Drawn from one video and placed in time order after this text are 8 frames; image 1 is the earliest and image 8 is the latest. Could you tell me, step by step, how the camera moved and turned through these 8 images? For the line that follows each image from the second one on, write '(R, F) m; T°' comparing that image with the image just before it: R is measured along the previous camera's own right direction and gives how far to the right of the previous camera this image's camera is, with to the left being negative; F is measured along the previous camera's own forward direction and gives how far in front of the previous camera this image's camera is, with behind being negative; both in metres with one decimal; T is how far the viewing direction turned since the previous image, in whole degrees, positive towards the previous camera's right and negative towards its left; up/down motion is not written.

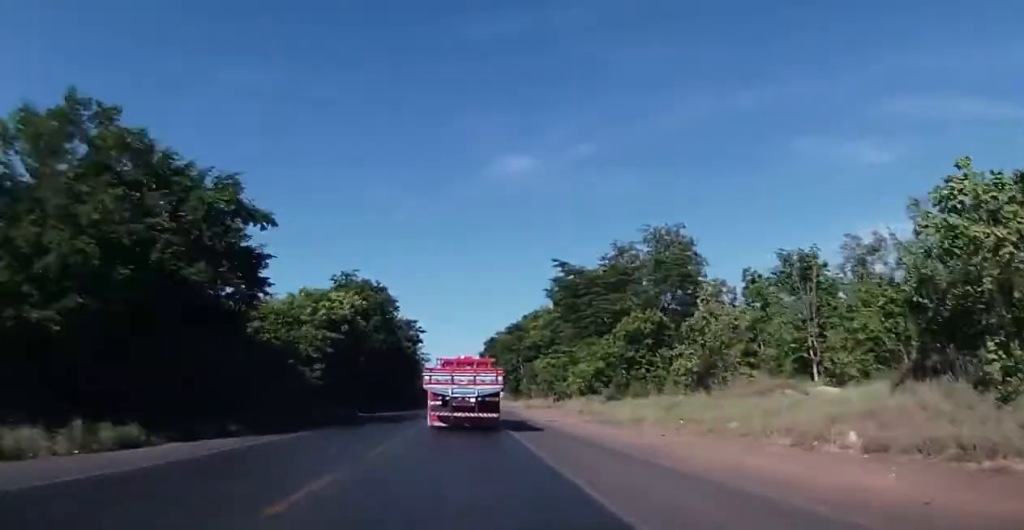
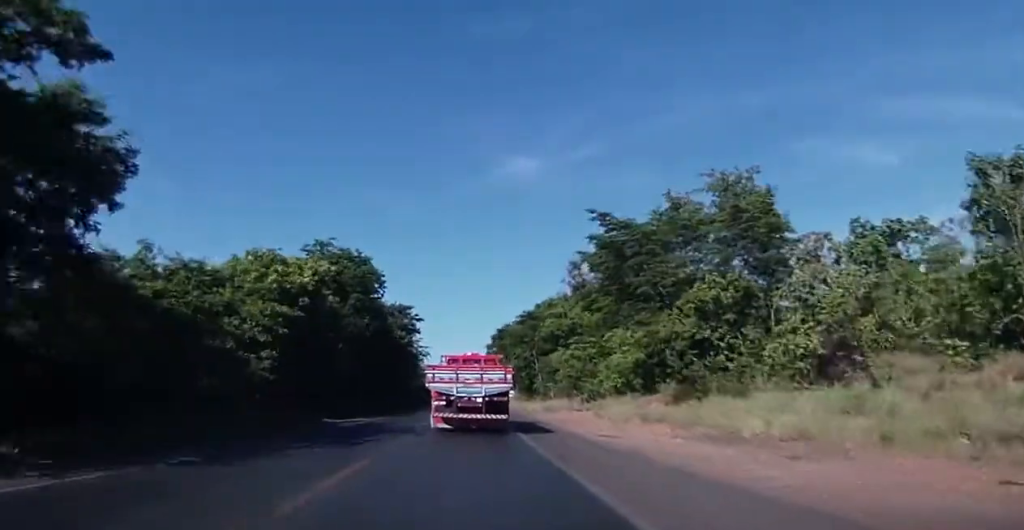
(+0.1, +15.1) m; 0°
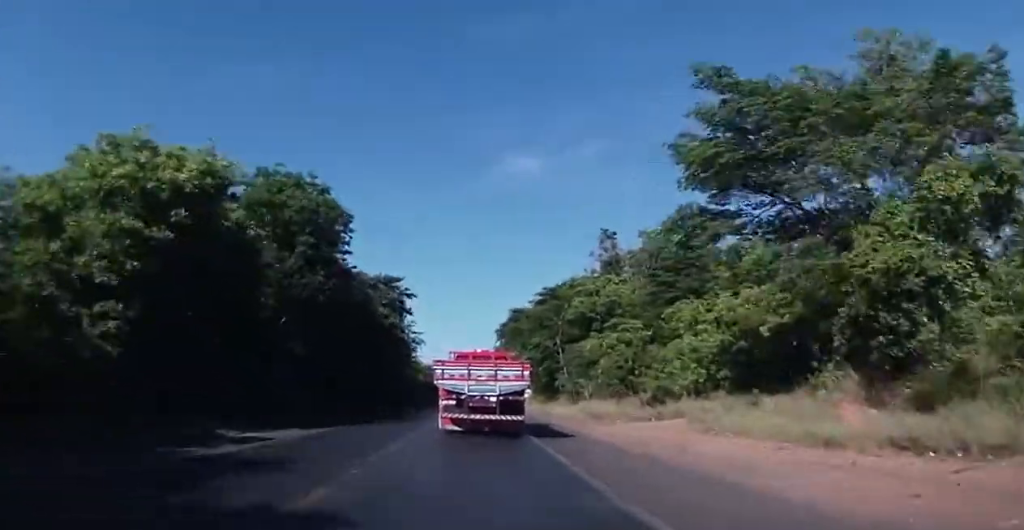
(-0.3, +18.9) m; 0°
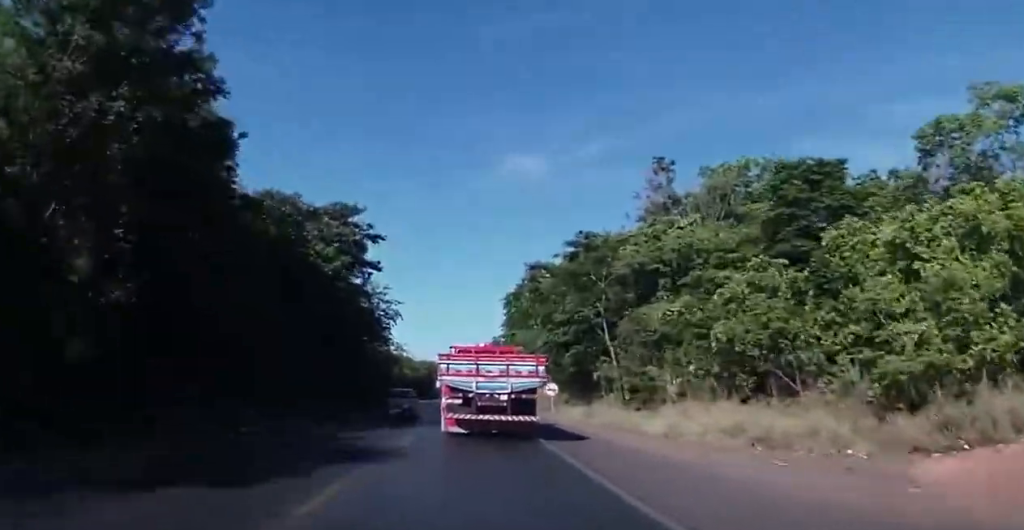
(+0.4, +23.2) m; 0°
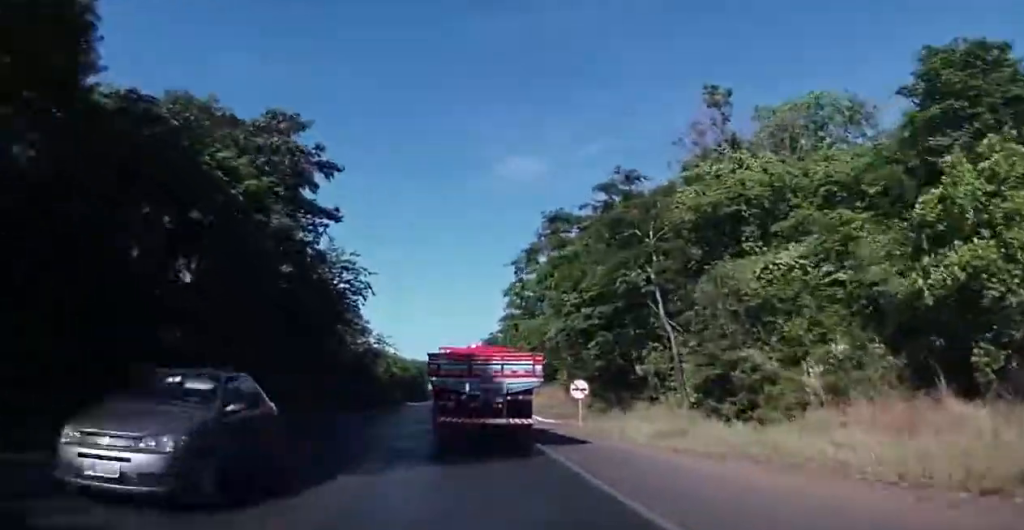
(+0.1, +13.6) m; -1°
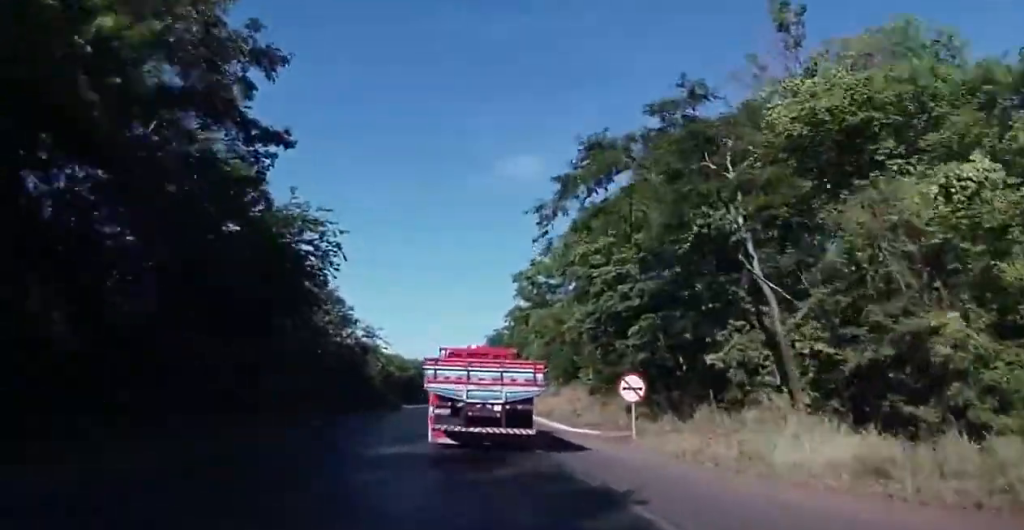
(-0.3, +10.0) m; 0°
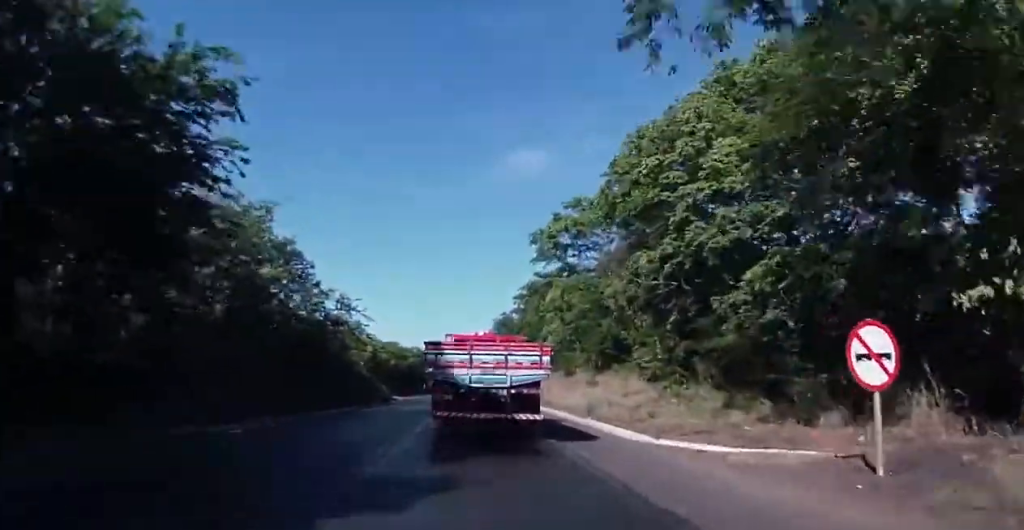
(0.0, +14.2) m; 0°
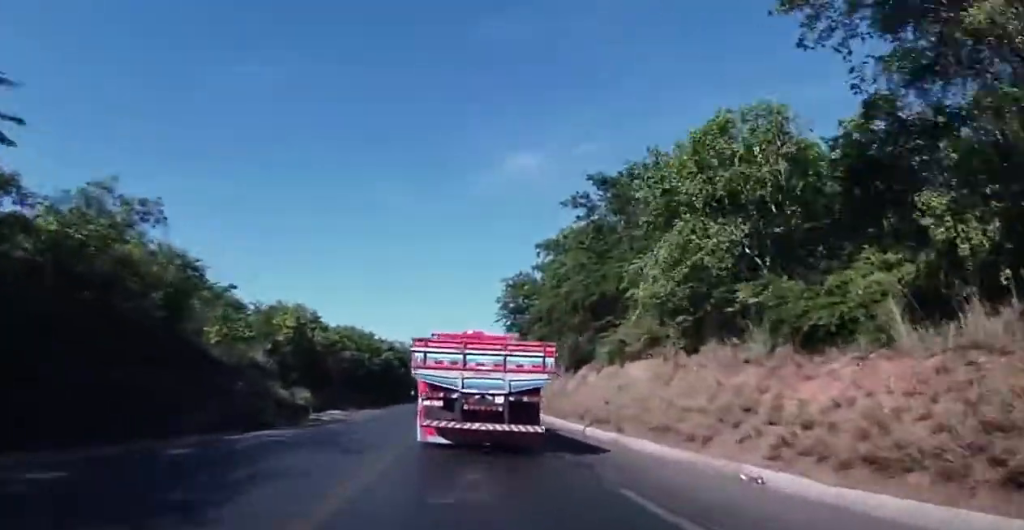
(+0.6, +40.4) m; +1°
